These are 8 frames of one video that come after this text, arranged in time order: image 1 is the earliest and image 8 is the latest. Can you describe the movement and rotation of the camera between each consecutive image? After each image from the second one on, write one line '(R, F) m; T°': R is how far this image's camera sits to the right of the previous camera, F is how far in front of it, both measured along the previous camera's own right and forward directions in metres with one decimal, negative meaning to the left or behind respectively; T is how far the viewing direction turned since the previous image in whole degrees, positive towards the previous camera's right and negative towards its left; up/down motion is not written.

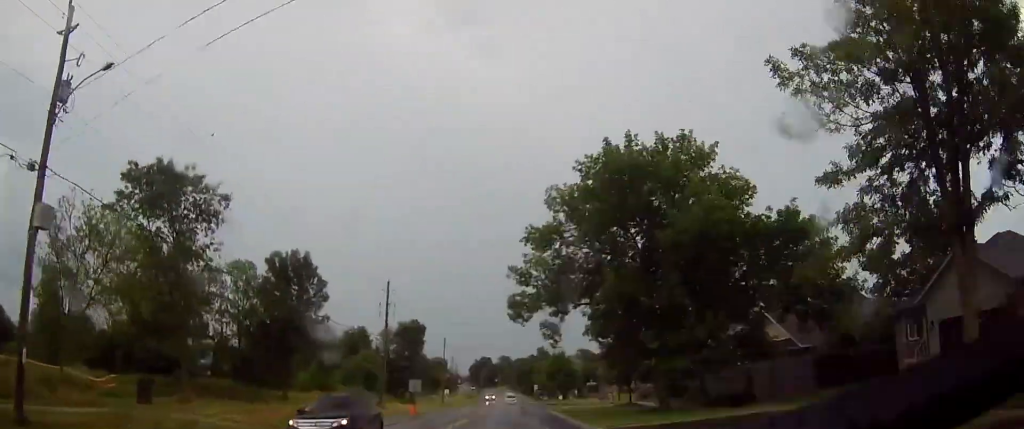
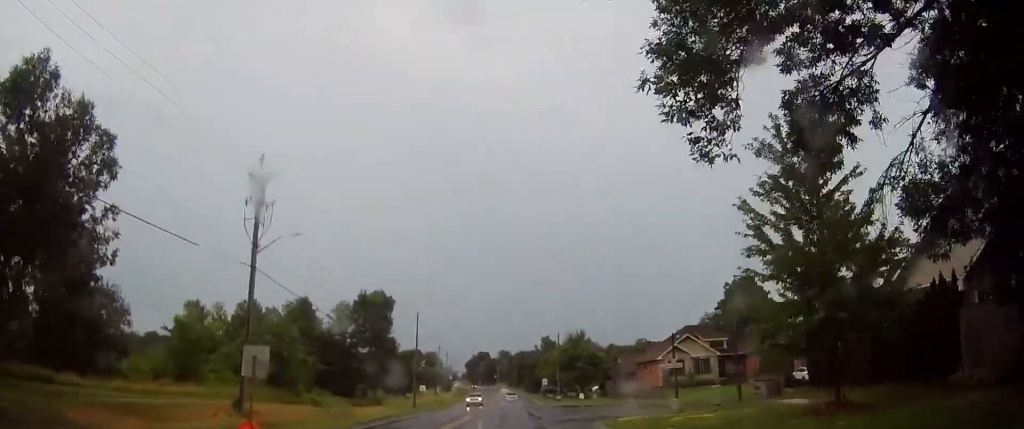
(-0.5, +33.3) m; -2°
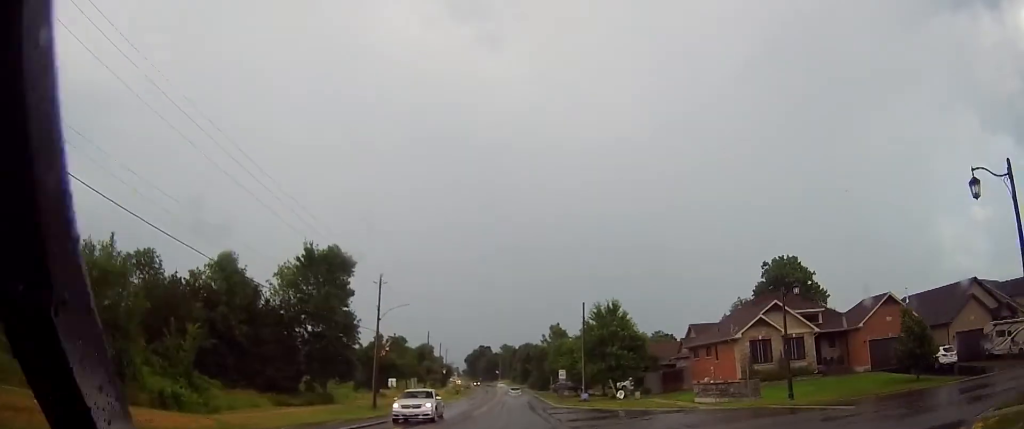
(-0.3, +25.4) m; -1°
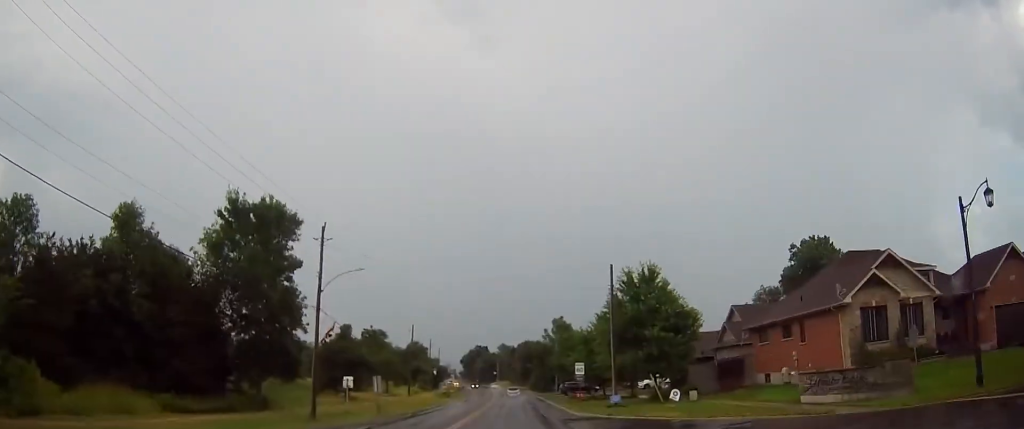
(-0.3, +17.3) m; 0°
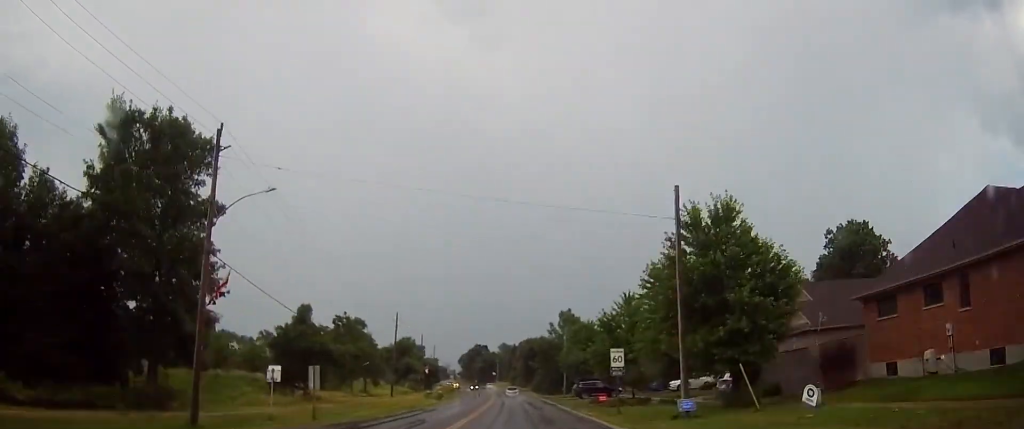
(+0.4, +15.8) m; +1°
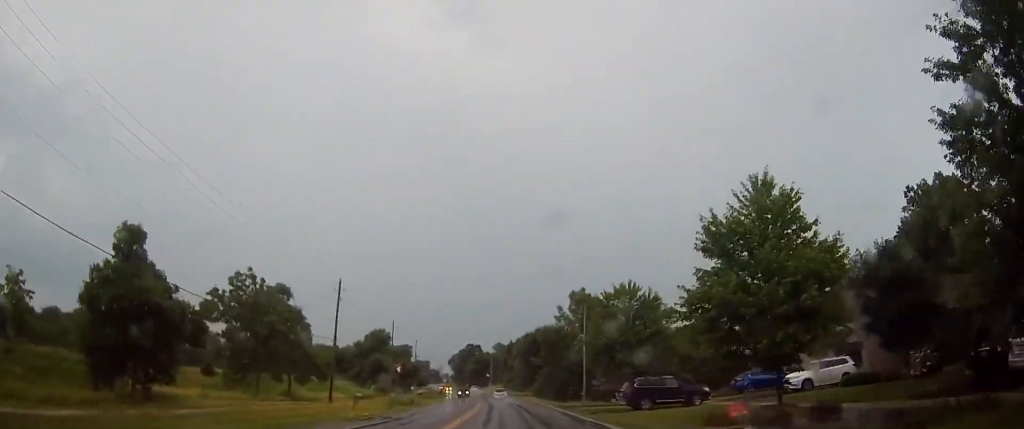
(+0.2, +29.1) m; 0°
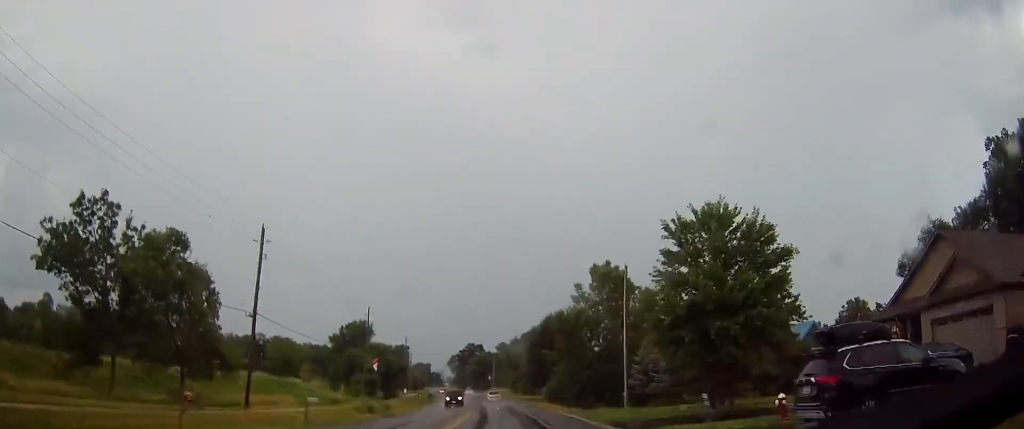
(0.0, +21.1) m; 0°
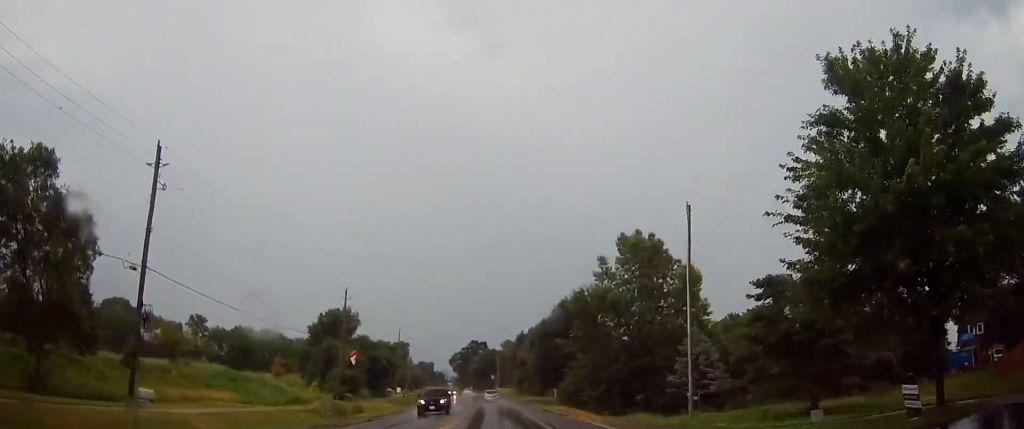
(+0.1, +14.6) m; -1°
